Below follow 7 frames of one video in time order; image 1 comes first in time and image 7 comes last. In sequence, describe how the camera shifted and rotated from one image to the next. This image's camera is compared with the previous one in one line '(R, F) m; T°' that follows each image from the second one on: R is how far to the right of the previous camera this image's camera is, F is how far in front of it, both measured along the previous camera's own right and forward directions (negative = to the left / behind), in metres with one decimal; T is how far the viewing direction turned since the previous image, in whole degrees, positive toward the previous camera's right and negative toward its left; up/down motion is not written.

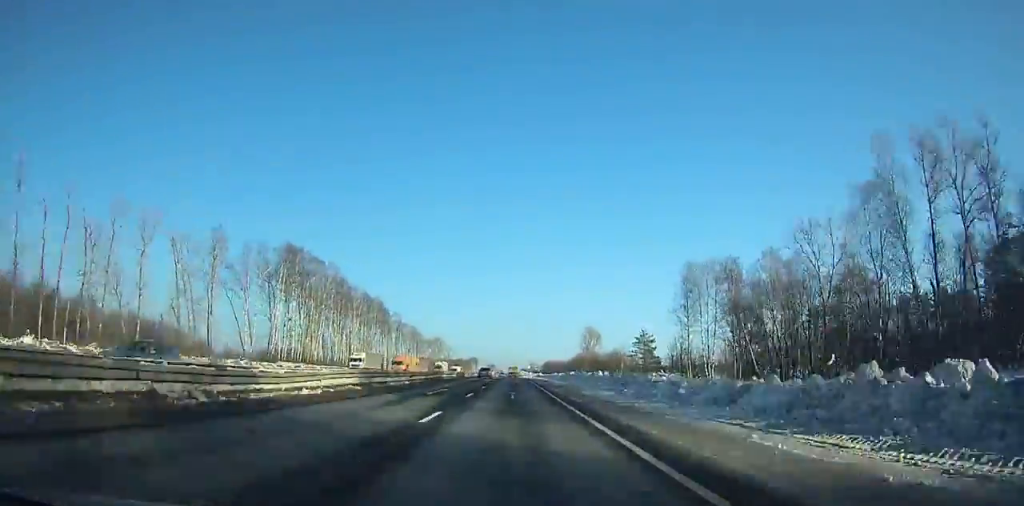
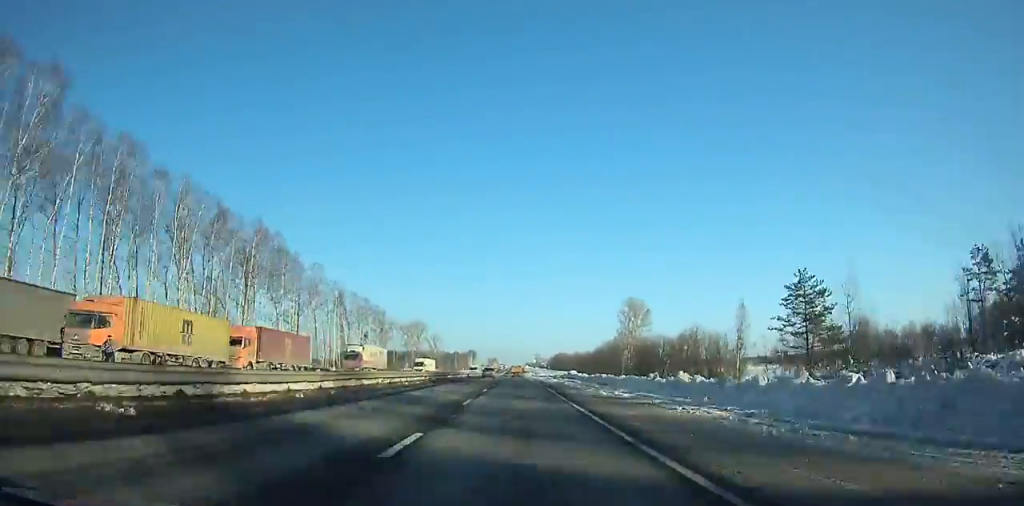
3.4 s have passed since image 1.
(-0.5, +87.7) m; 0°
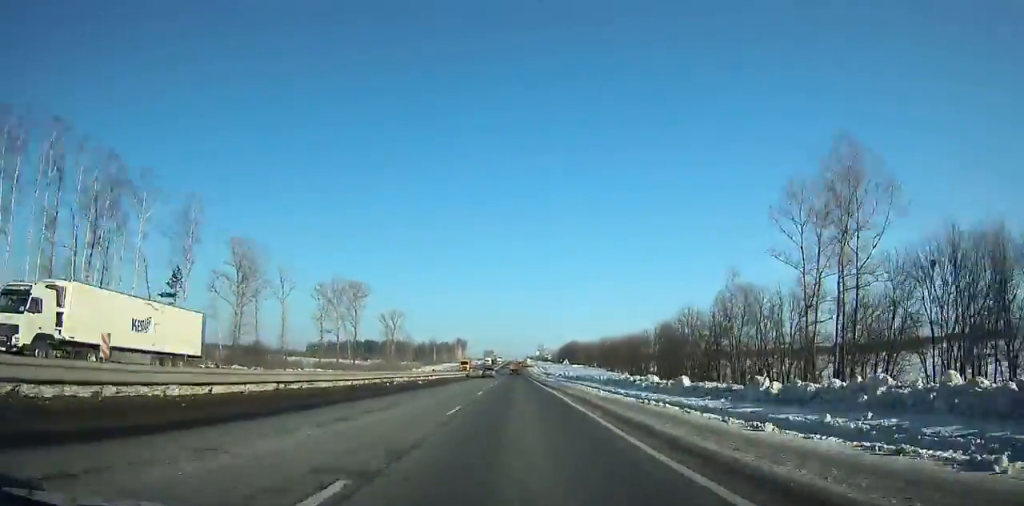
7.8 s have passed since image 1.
(+0.8, +114.2) m; 0°
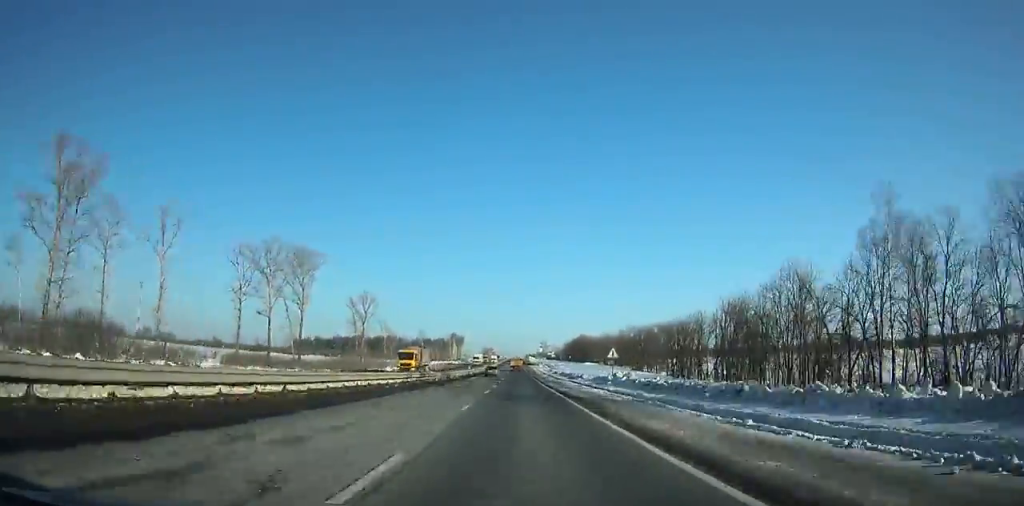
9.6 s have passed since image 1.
(-0.1, +46.8) m; 0°
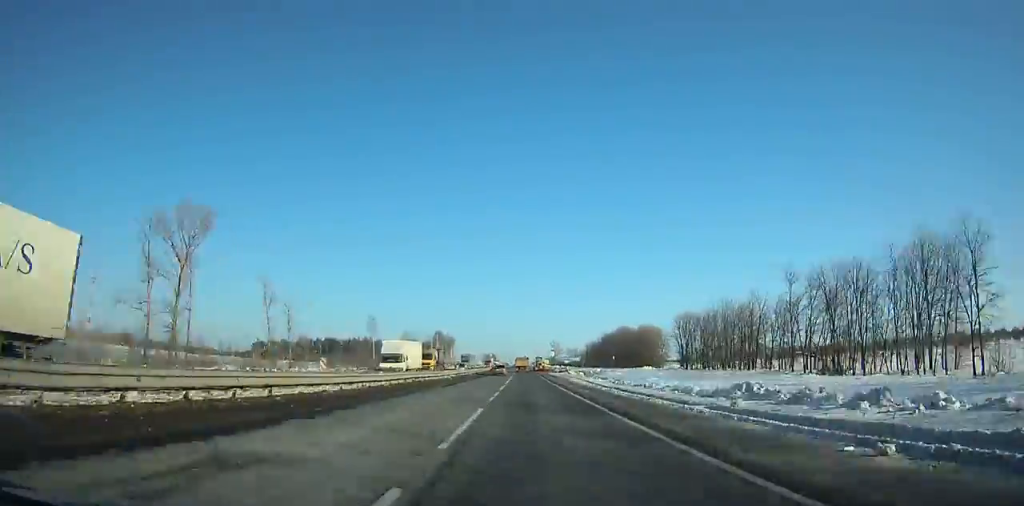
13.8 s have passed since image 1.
(-0.2, +110.2) m; 0°
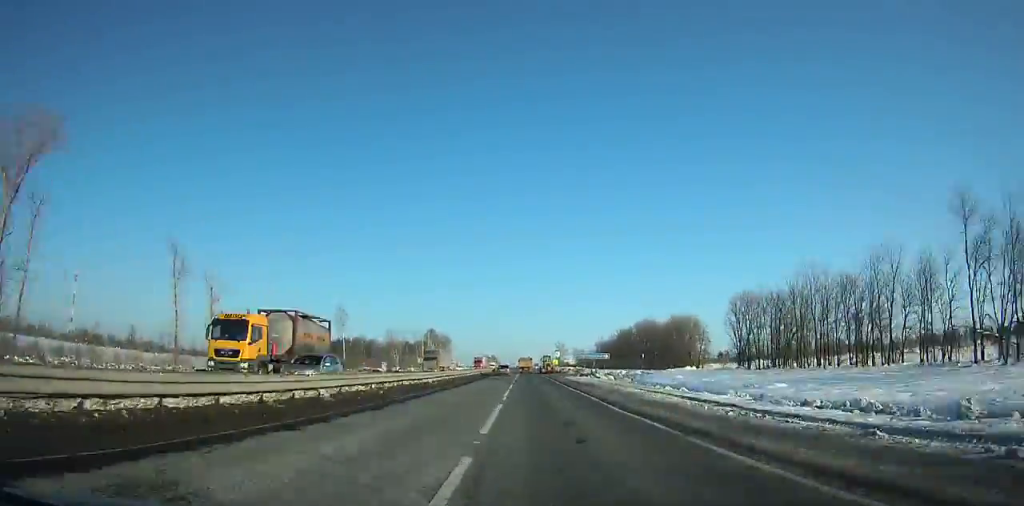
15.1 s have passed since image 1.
(-0.2, +34.2) m; 0°
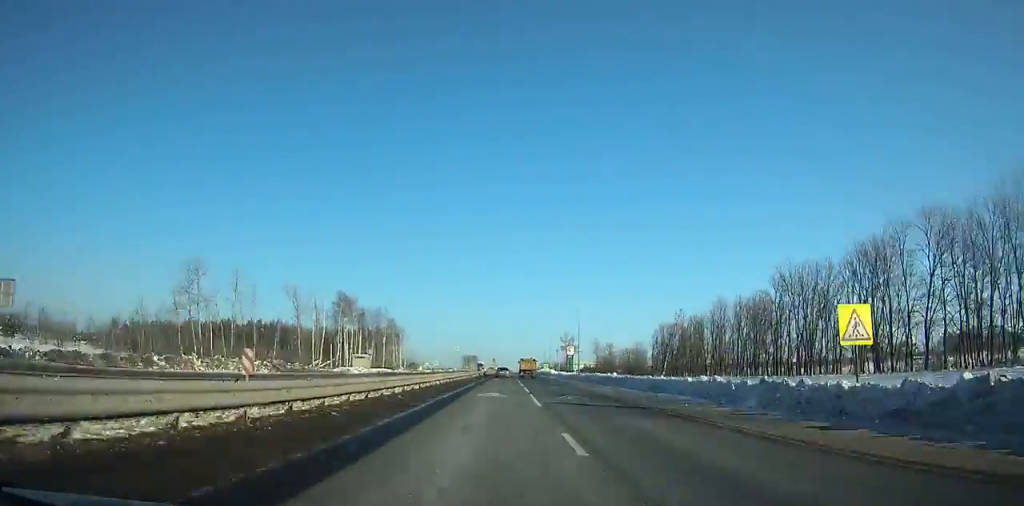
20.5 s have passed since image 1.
(+1.1, +139.3) m; +1°
